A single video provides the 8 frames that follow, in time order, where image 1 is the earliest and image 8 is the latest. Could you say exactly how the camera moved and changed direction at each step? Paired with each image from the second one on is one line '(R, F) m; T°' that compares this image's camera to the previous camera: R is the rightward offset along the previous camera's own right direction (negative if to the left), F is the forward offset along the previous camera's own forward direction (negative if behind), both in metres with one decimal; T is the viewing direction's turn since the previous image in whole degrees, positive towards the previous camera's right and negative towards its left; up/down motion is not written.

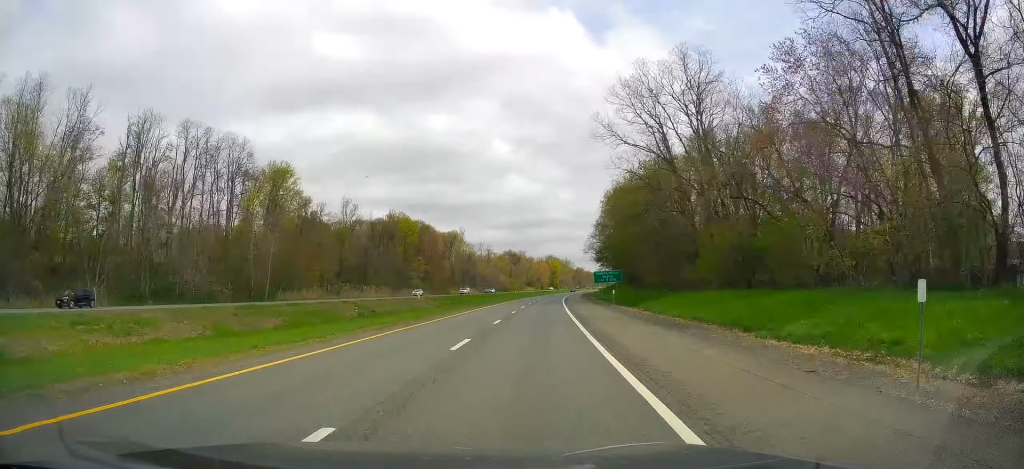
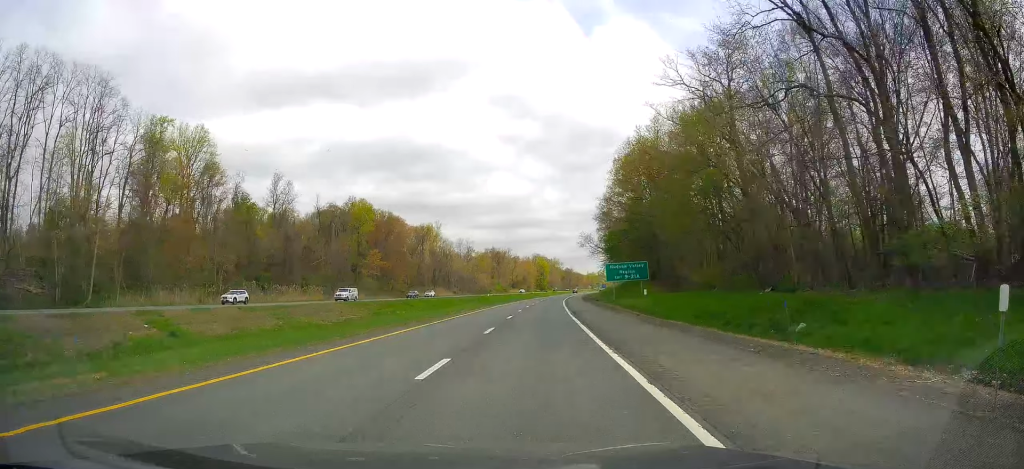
(+0.6, +41.3) m; +2°
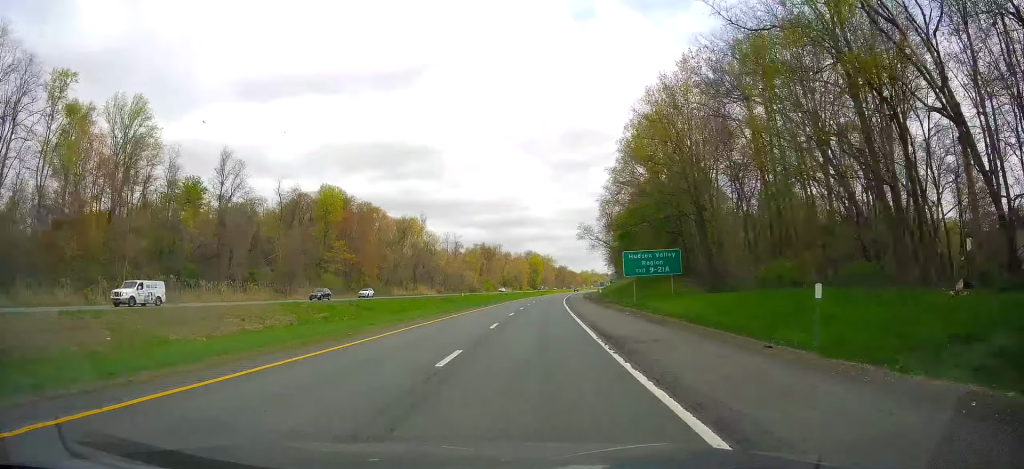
(+0.3, +22.1) m; 0°
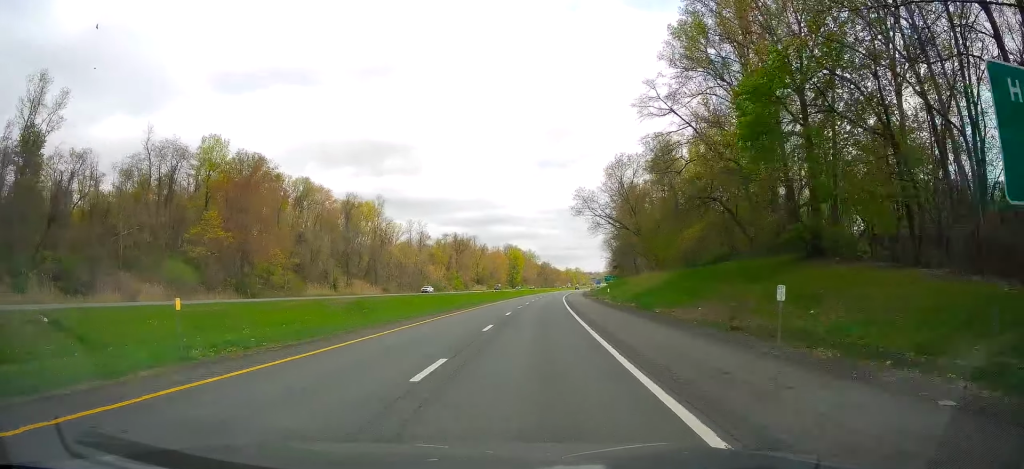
(0.0, +50.7) m; 0°
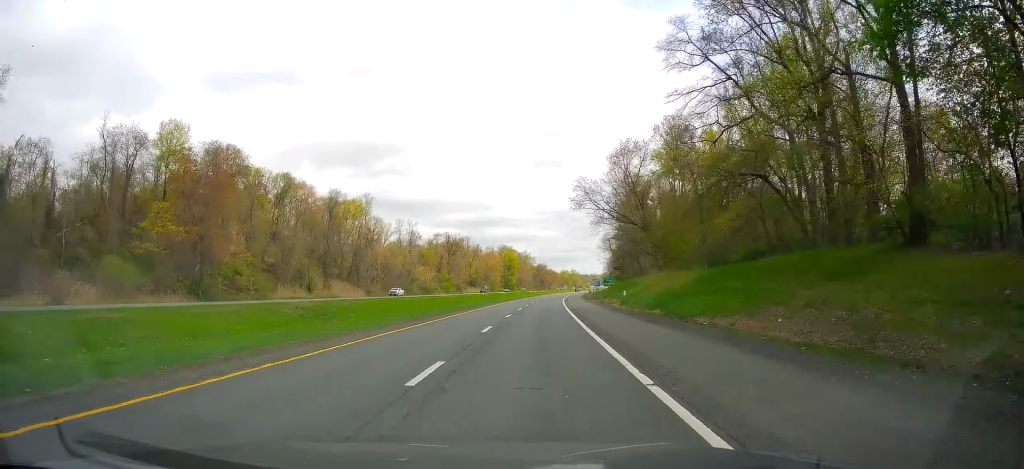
(0.0, +12.2) m; 0°
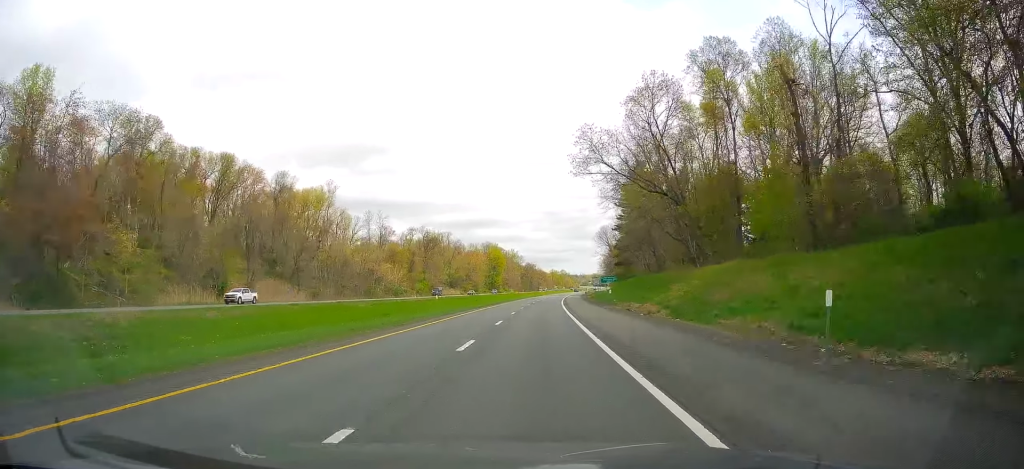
(+0.3, +30.6) m; +1°
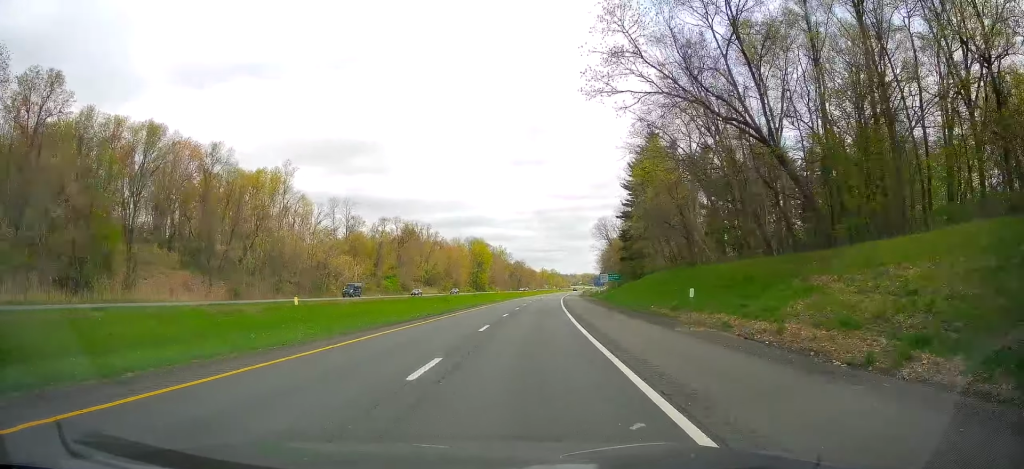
(+0.4, +29.6) m; +2°
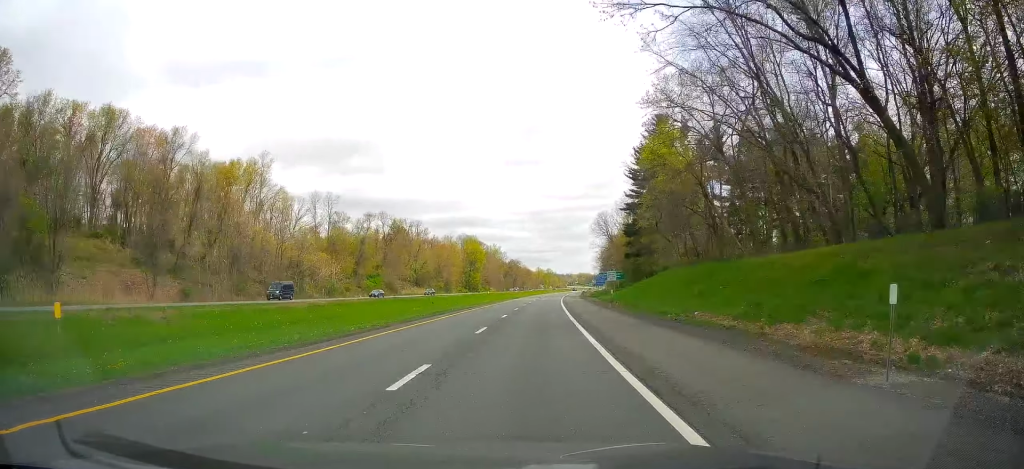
(0.0, +13.2) m; +1°
